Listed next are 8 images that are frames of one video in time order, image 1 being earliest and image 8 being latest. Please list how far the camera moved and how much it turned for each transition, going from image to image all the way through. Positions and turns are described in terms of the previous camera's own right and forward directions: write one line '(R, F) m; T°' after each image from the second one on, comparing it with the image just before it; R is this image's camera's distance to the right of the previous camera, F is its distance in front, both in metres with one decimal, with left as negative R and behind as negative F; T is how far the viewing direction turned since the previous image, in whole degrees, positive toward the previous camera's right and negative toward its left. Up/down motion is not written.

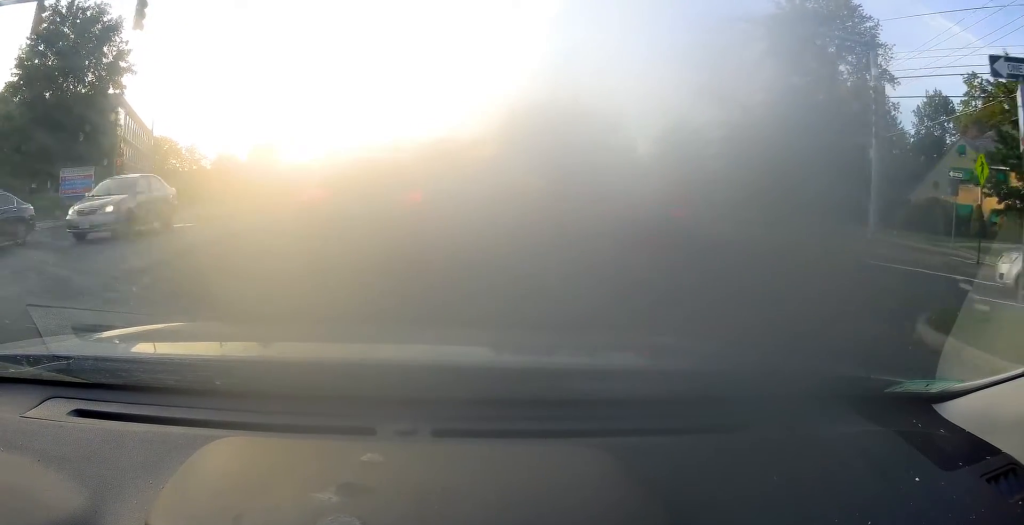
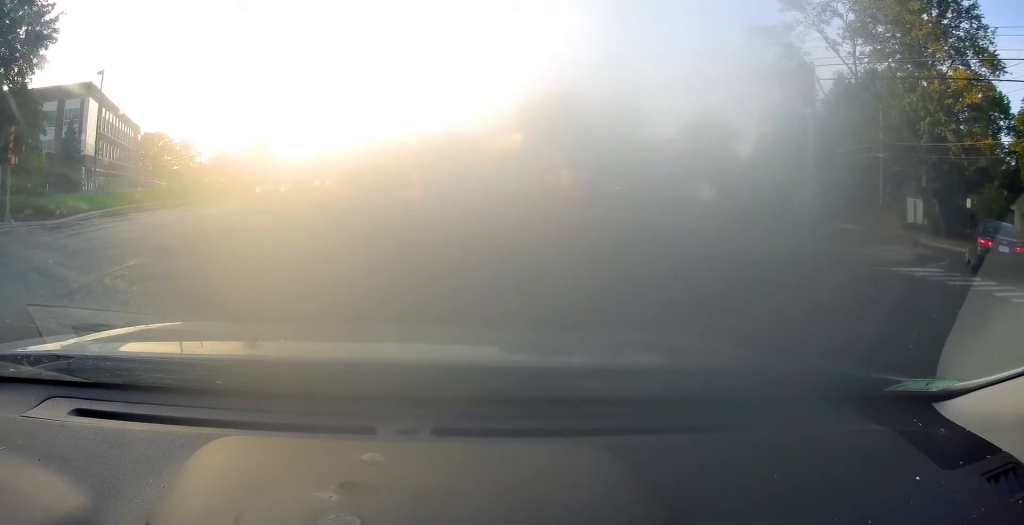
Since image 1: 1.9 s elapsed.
(-0.3, +13.4) m; -2°
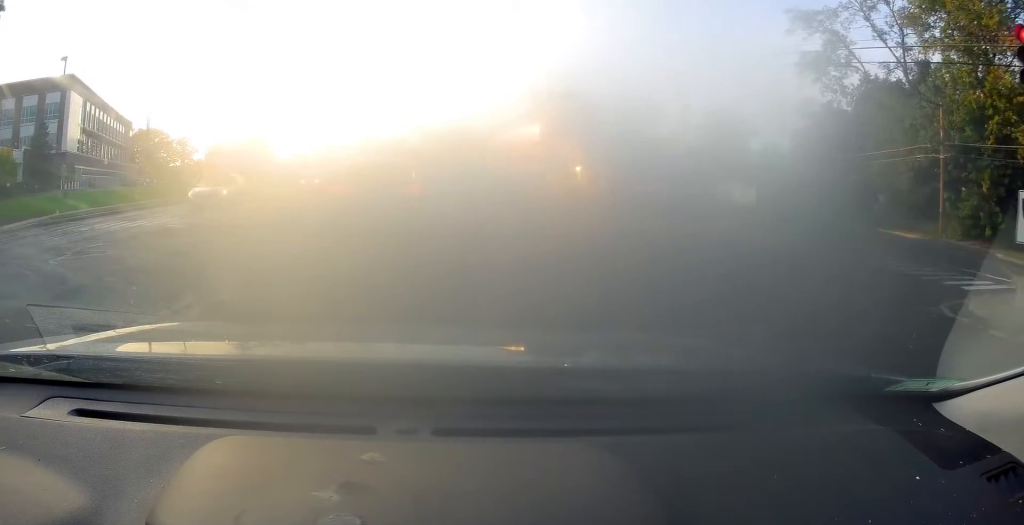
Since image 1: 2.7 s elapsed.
(+0.1, +6.7) m; +1°
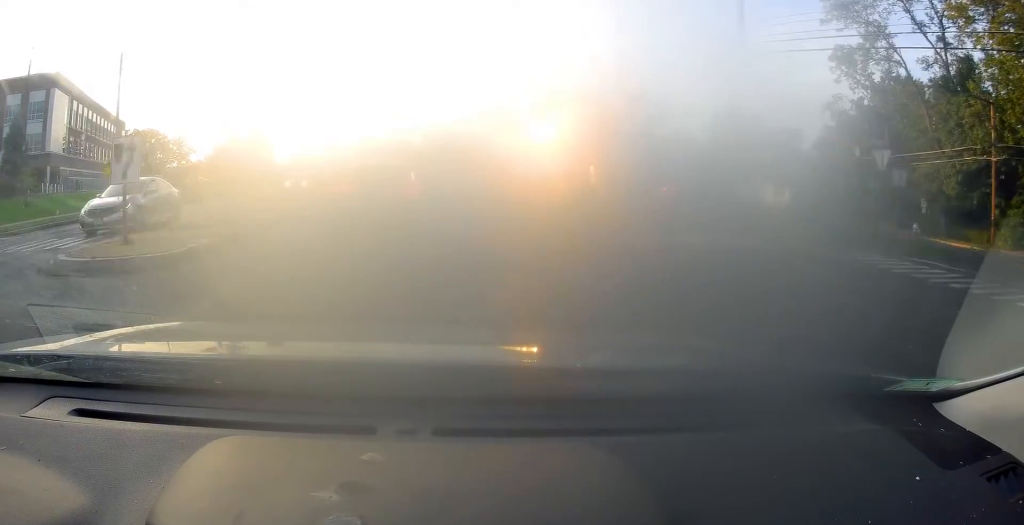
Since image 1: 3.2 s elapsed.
(+0.1, +5.2) m; 0°
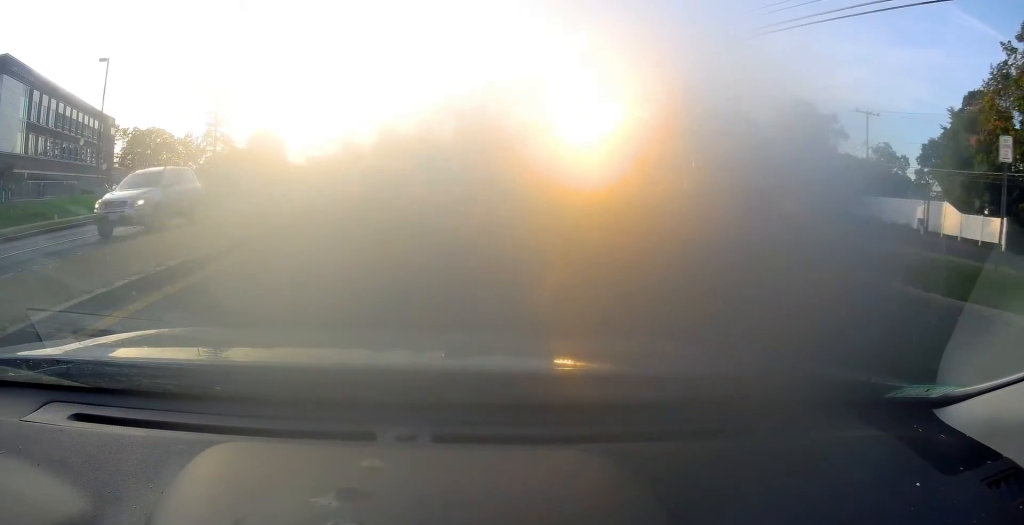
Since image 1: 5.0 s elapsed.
(-0.3, +17.6) m; -3°
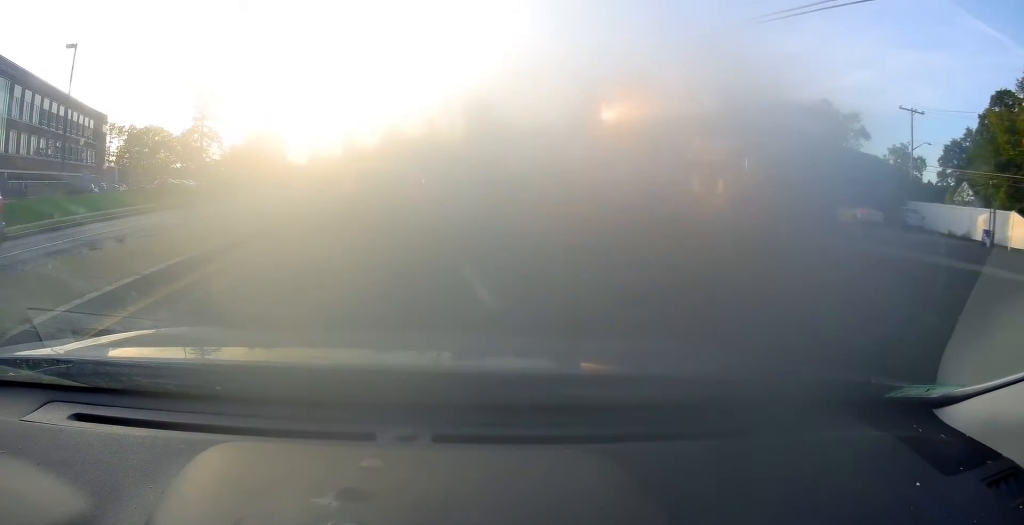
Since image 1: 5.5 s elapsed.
(-0.1, +5.3) m; -1°
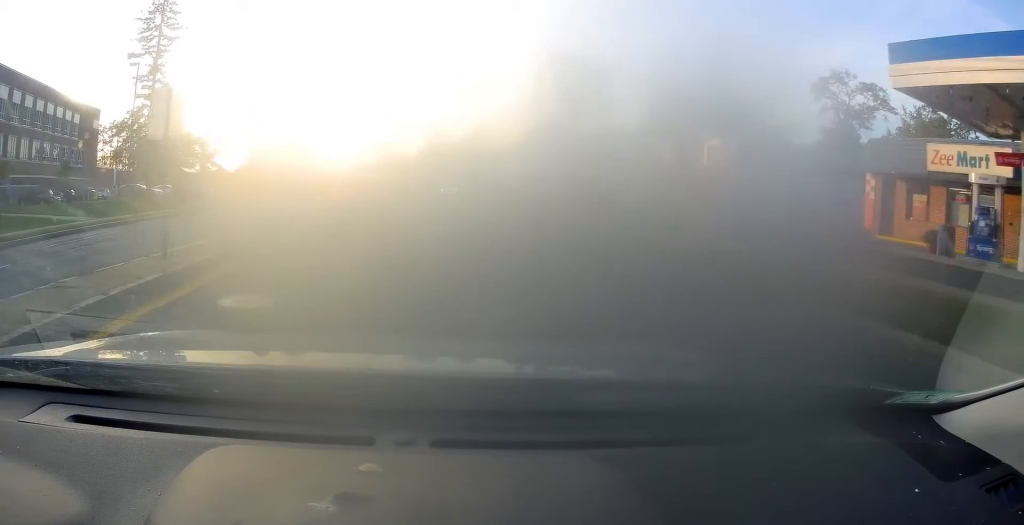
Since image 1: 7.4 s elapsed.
(-1.0, +20.5) m; -7°
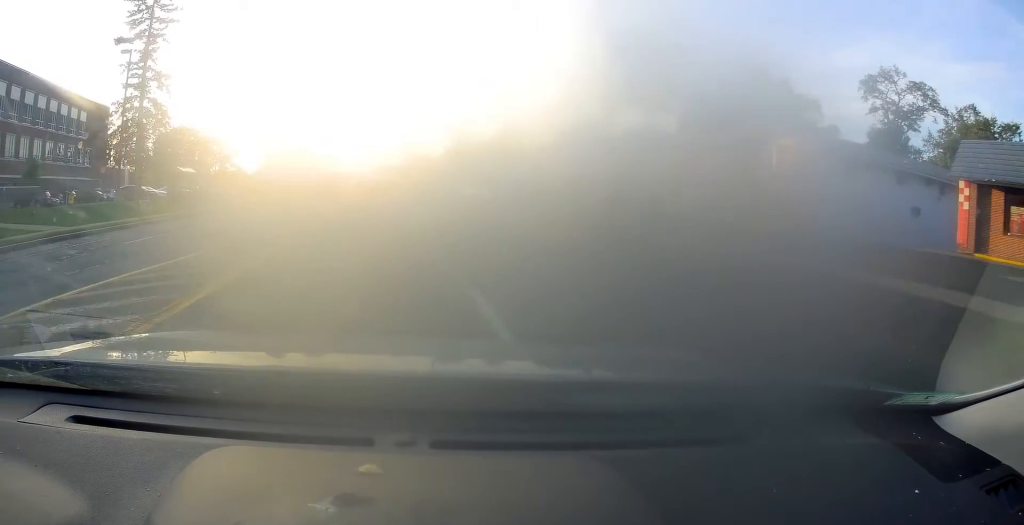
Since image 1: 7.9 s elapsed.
(-0.1, +5.3) m; -1°
